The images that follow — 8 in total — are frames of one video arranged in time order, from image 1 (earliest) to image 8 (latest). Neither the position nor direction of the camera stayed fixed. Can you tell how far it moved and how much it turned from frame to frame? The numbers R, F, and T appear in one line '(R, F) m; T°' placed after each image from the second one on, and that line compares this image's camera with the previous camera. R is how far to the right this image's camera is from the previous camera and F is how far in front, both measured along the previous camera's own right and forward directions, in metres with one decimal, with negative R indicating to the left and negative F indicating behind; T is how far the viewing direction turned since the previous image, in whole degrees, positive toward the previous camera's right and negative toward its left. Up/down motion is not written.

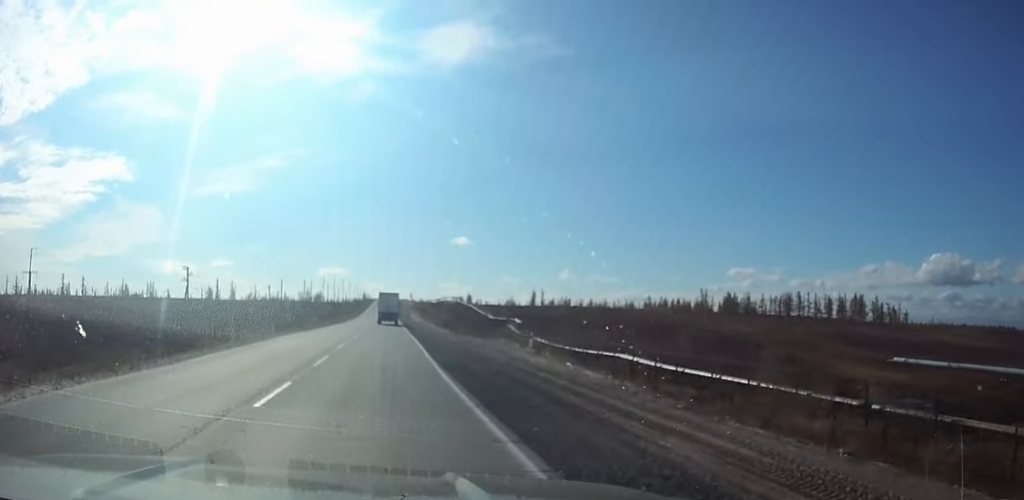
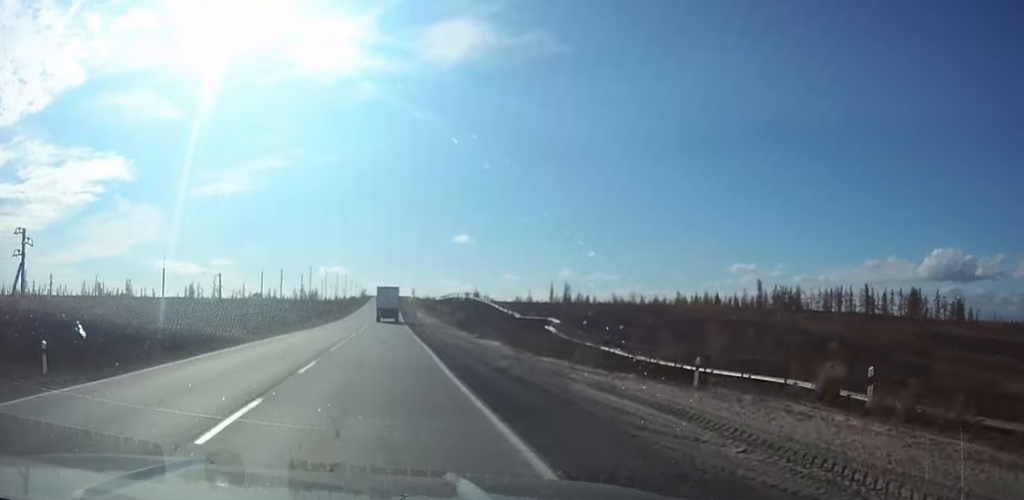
(0.0, +34.8) m; 0°
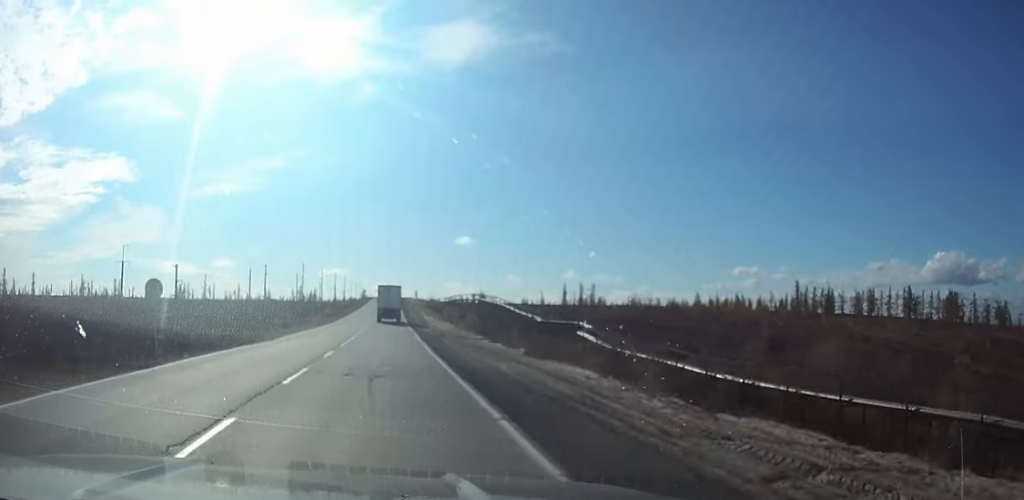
(0.0, +17.7) m; 0°
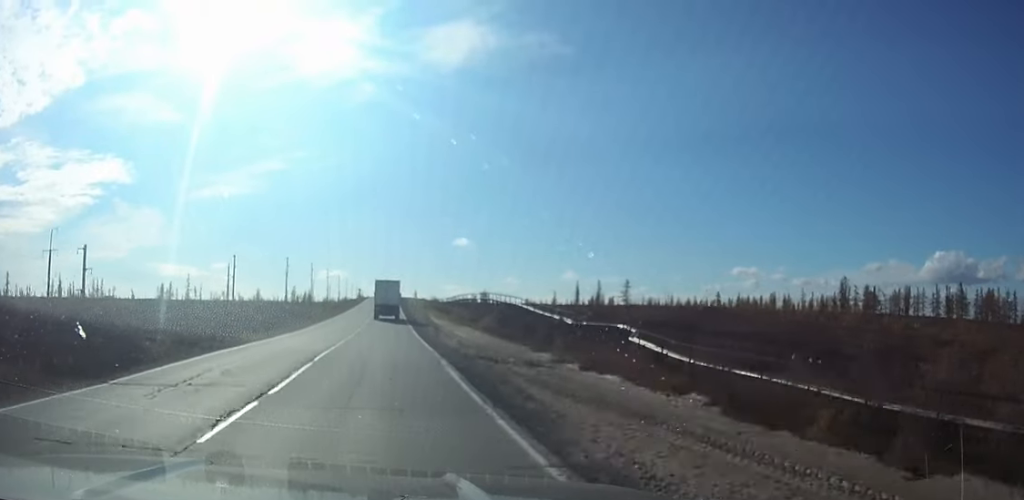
(0.0, +20.8) m; 0°
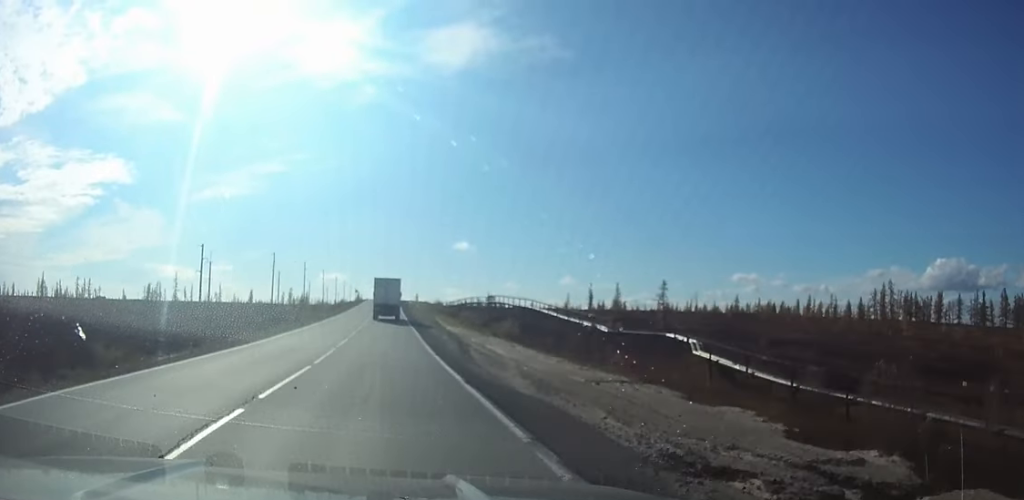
(0.0, +16.6) m; 0°
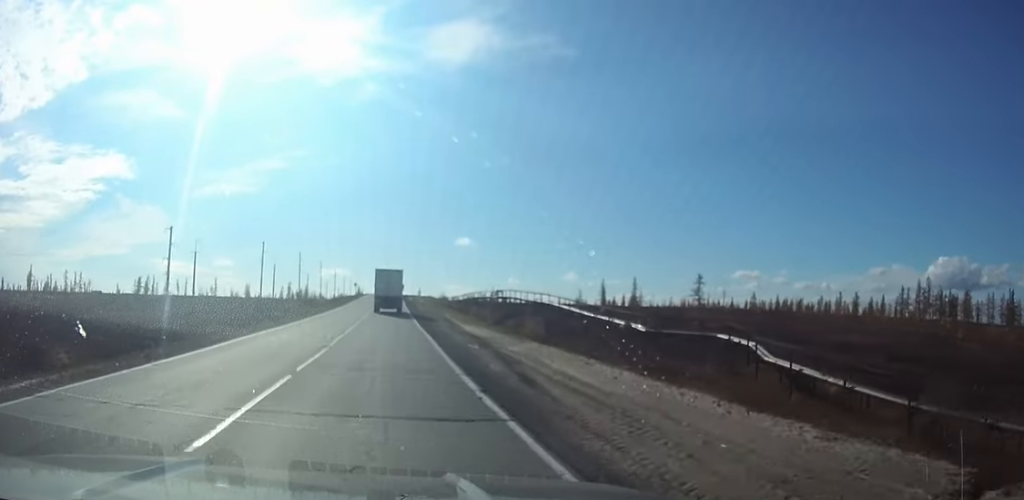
(0.0, +12.5) m; 0°
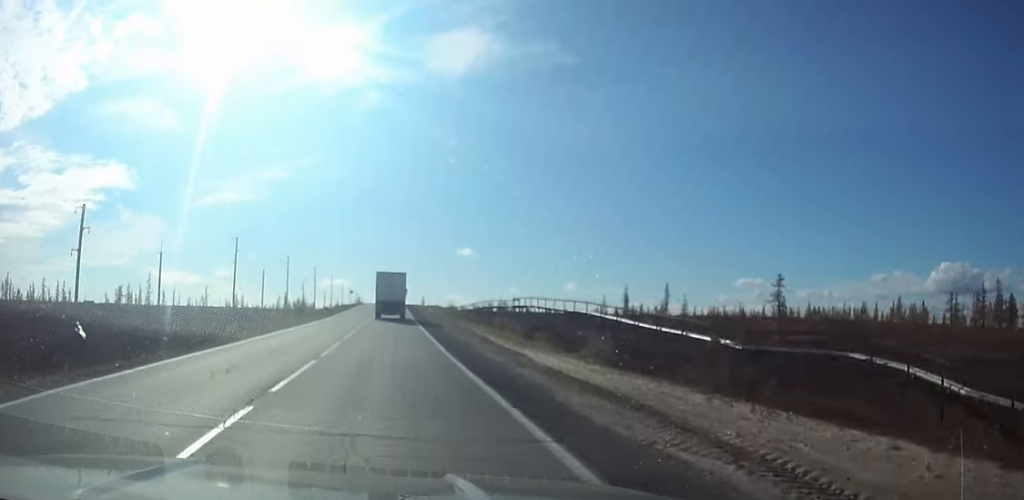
(0.0, +19.9) m; 0°
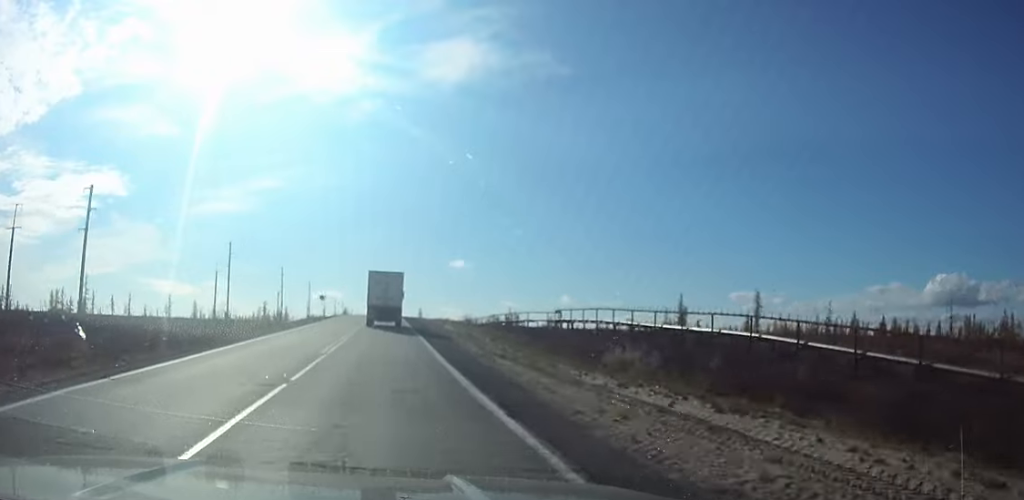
(+0.1, +44.8) m; 0°
